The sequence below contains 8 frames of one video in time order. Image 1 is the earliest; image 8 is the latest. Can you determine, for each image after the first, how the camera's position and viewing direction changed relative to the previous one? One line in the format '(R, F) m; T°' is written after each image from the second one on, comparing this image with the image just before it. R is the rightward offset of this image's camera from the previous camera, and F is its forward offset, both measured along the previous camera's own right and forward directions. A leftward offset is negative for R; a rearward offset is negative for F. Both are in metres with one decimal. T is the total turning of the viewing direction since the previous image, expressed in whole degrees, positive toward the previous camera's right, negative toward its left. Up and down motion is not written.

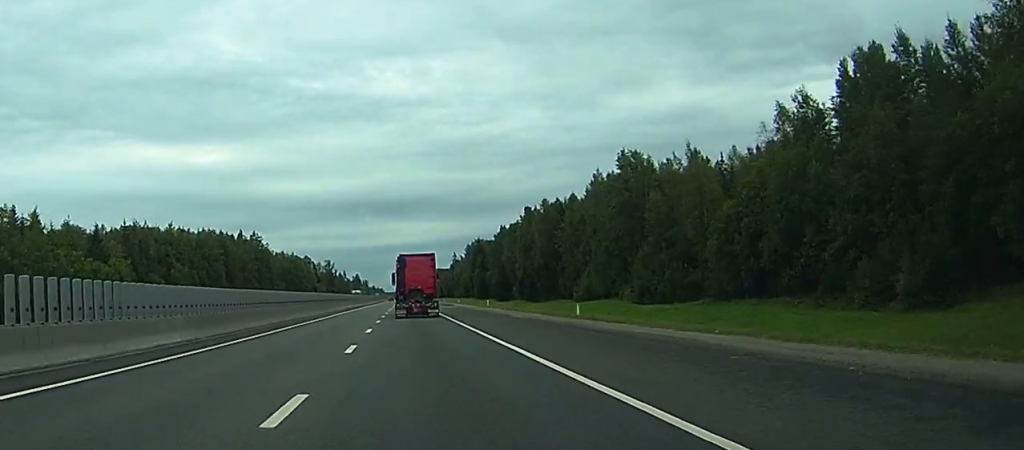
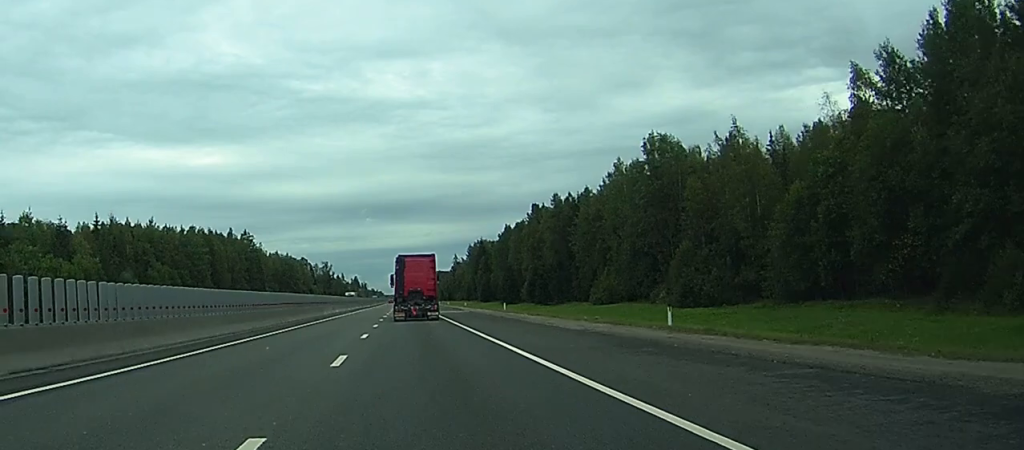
(0.0, +15.7) m; 0°
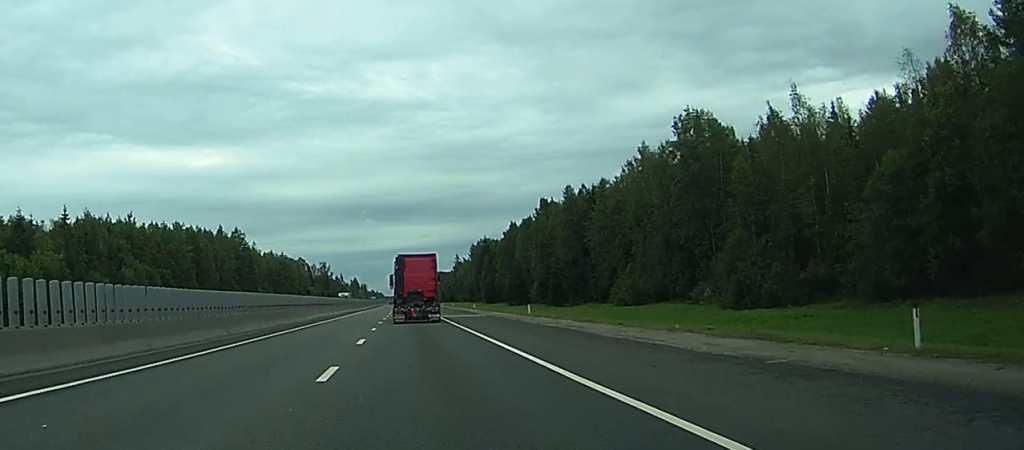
(0.0, +14.7) m; 0°
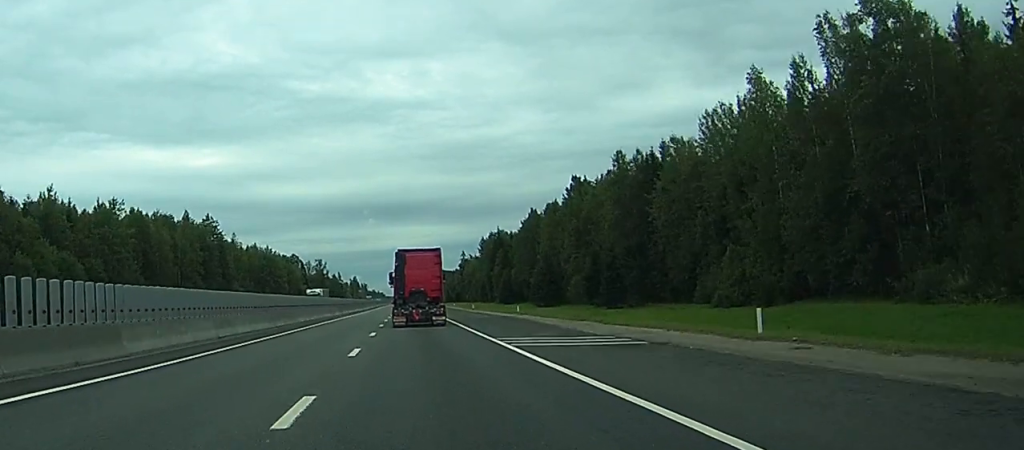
(-0.2, +40.0) m; 0°
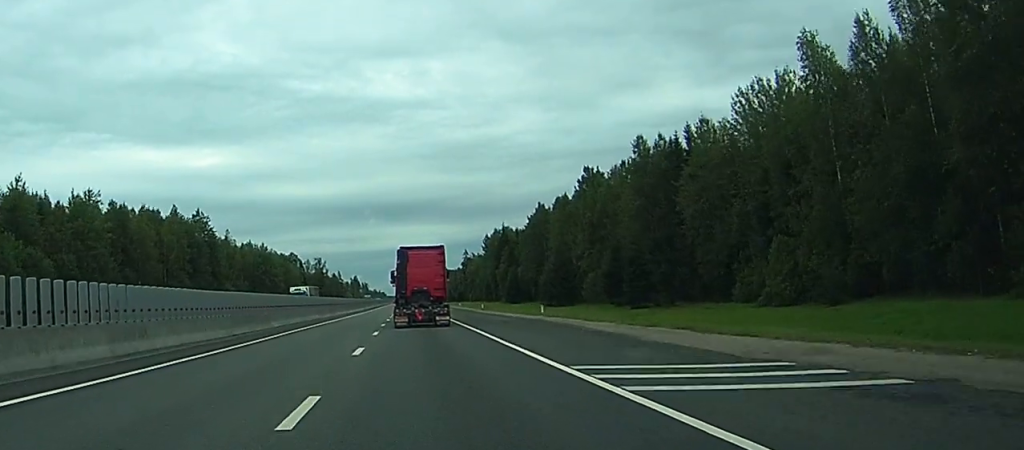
(+0.1, +11.5) m; 0°
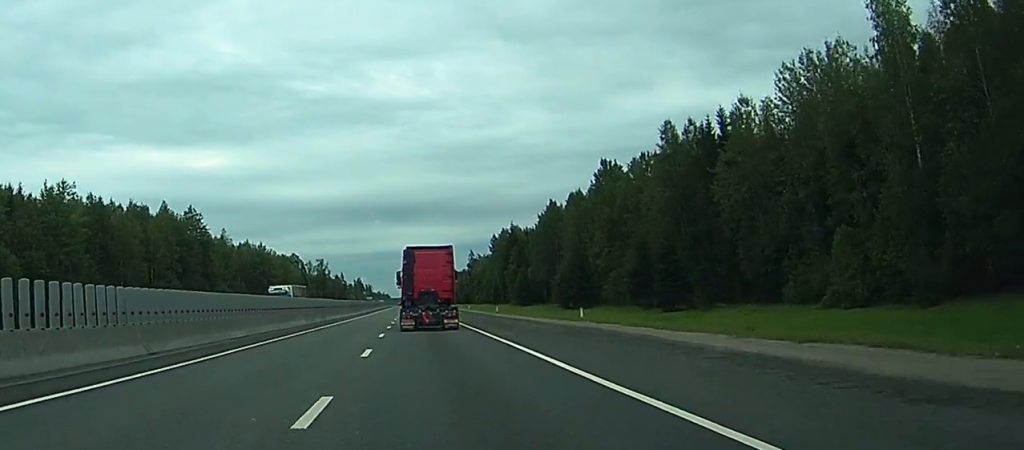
(0.0, +11.6) m; 0°
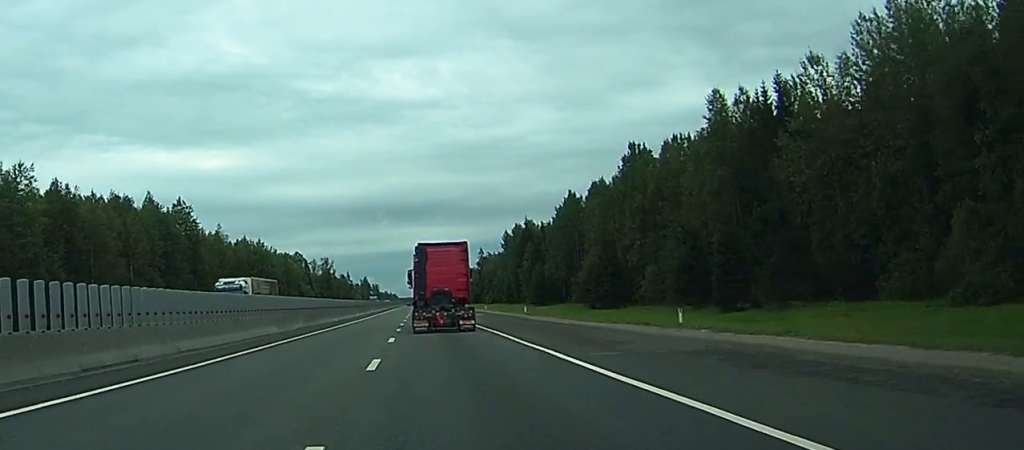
(0.0, +15.8) m; 0°
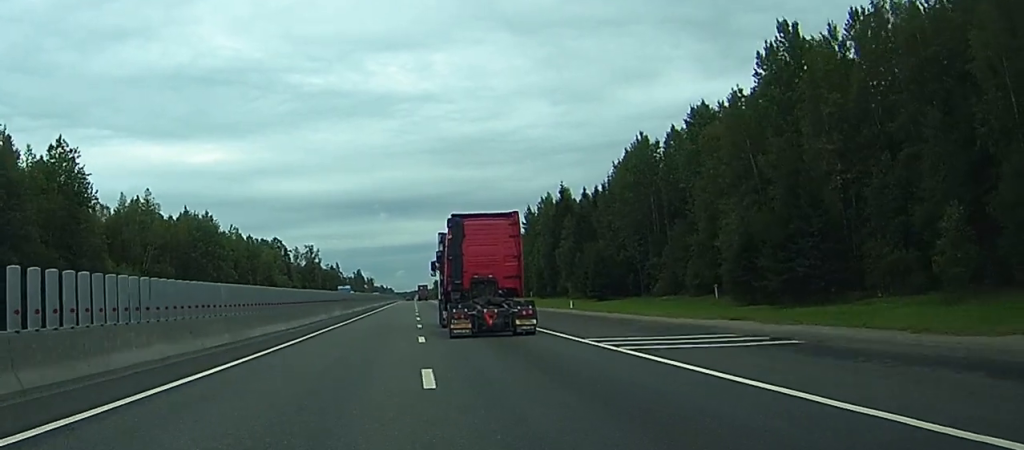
(0.0, +63.3) m; 0°
